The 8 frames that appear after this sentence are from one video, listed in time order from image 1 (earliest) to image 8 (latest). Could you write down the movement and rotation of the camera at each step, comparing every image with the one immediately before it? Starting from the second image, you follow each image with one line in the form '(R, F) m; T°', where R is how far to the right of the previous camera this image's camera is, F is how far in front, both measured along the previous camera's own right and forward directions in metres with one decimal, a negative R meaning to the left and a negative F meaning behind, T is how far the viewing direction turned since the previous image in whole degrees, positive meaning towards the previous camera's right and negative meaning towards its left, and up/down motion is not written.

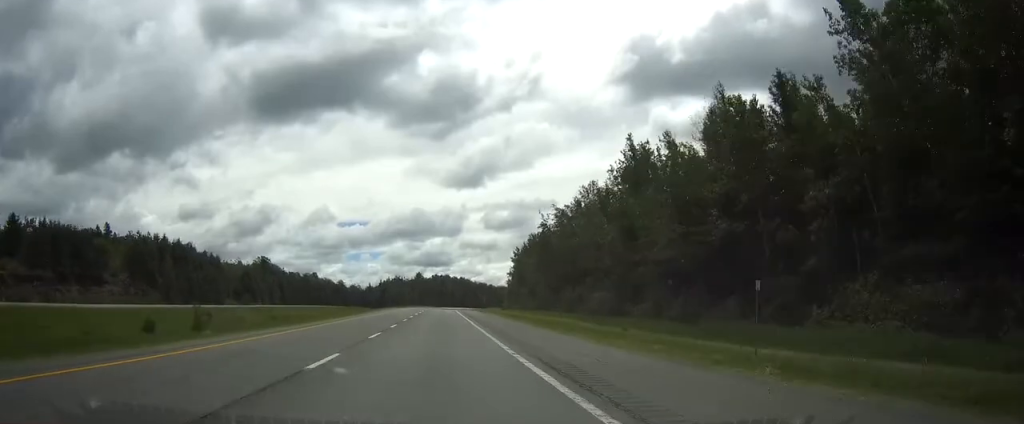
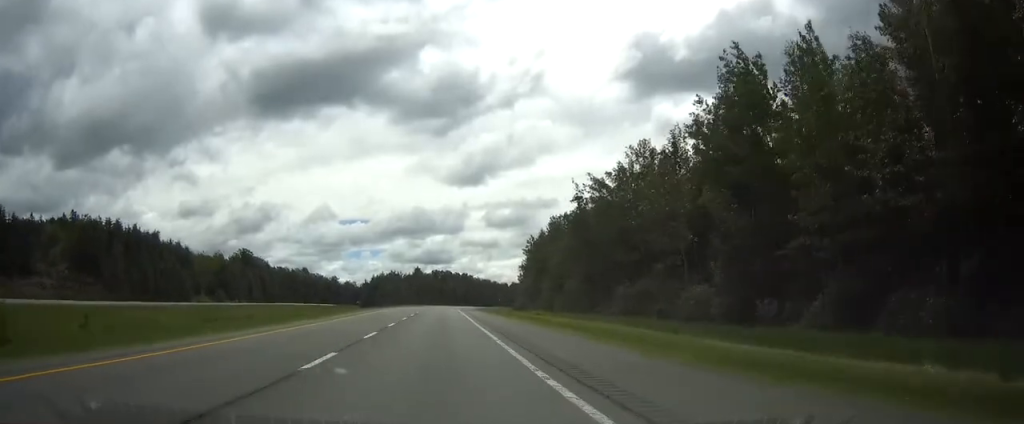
(0.0, +26.3) m; 0°
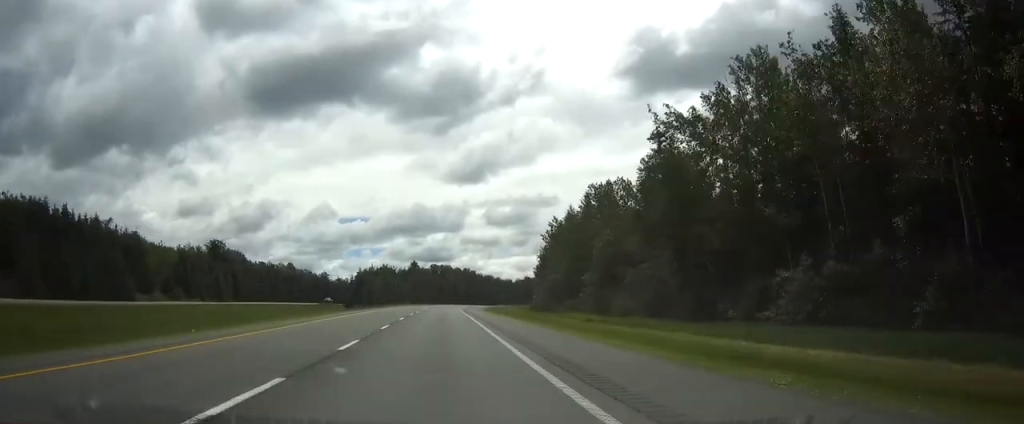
(0.0, +30.4) m; 0°
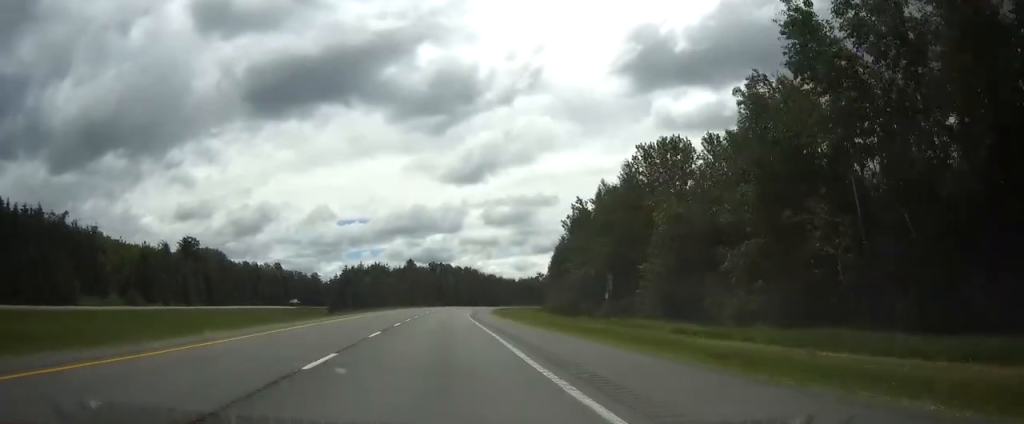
(-0.1, +22.0) m; 0°
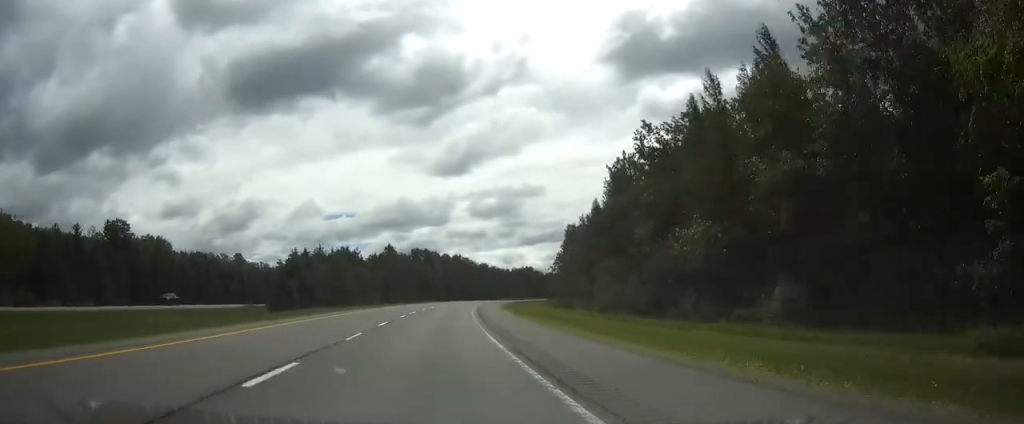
(+0.1, +37.5) m; +1°
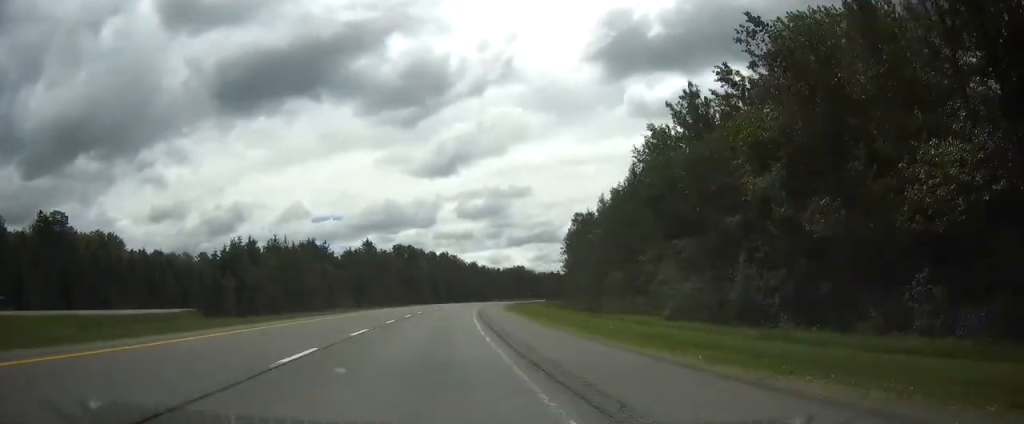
(+0.2, +23.8) m; +1°
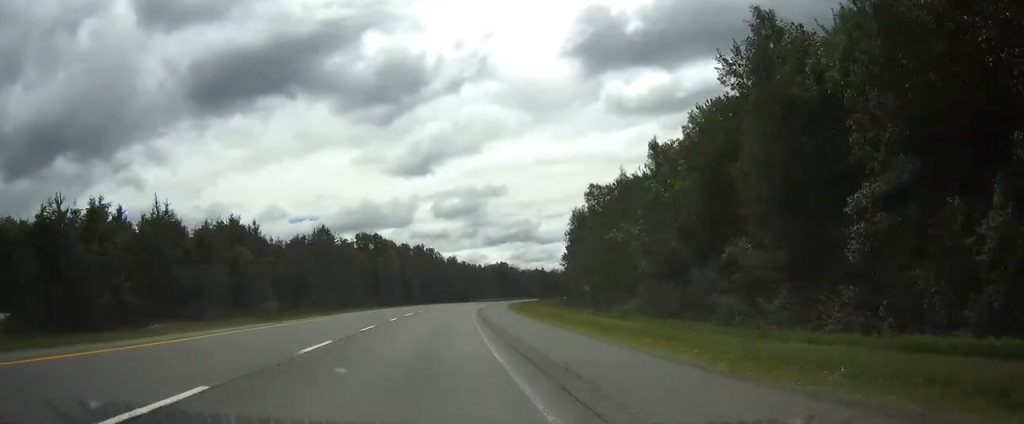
(+0.5, +32.9) m; +3°
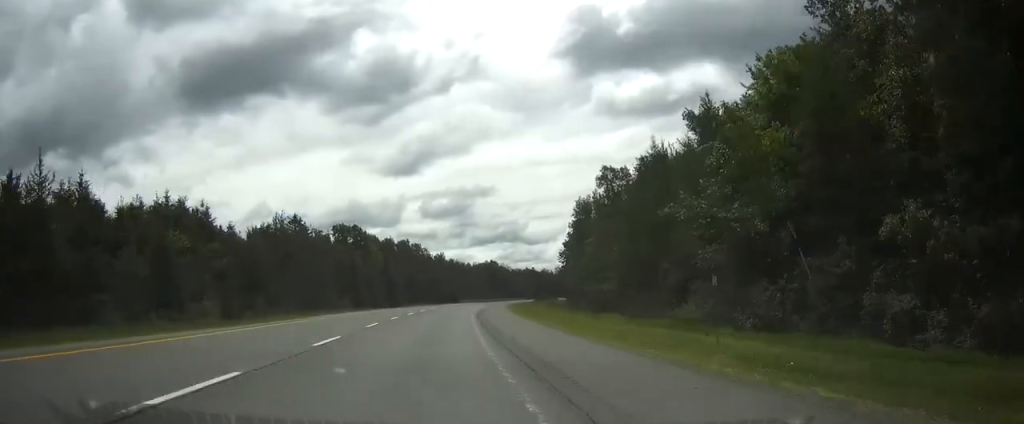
(+0.1, +15.4) m; +1°
